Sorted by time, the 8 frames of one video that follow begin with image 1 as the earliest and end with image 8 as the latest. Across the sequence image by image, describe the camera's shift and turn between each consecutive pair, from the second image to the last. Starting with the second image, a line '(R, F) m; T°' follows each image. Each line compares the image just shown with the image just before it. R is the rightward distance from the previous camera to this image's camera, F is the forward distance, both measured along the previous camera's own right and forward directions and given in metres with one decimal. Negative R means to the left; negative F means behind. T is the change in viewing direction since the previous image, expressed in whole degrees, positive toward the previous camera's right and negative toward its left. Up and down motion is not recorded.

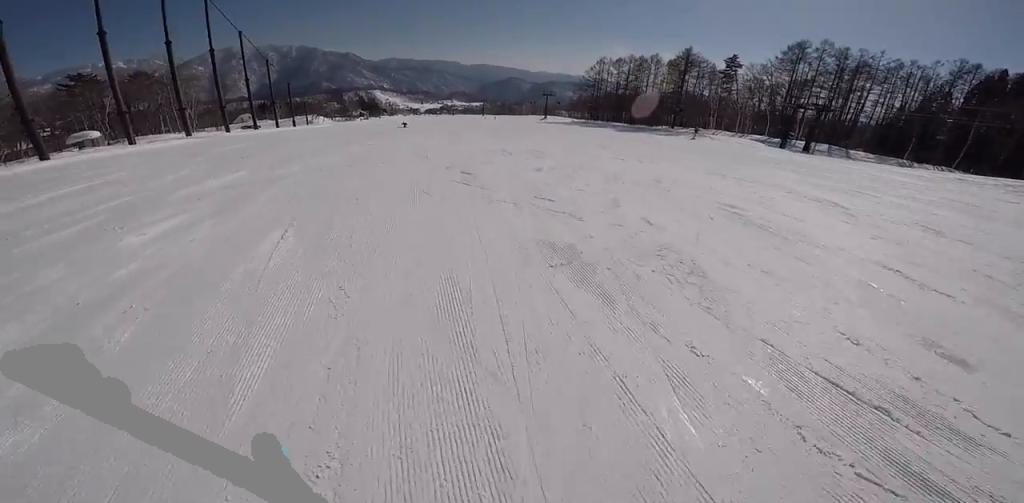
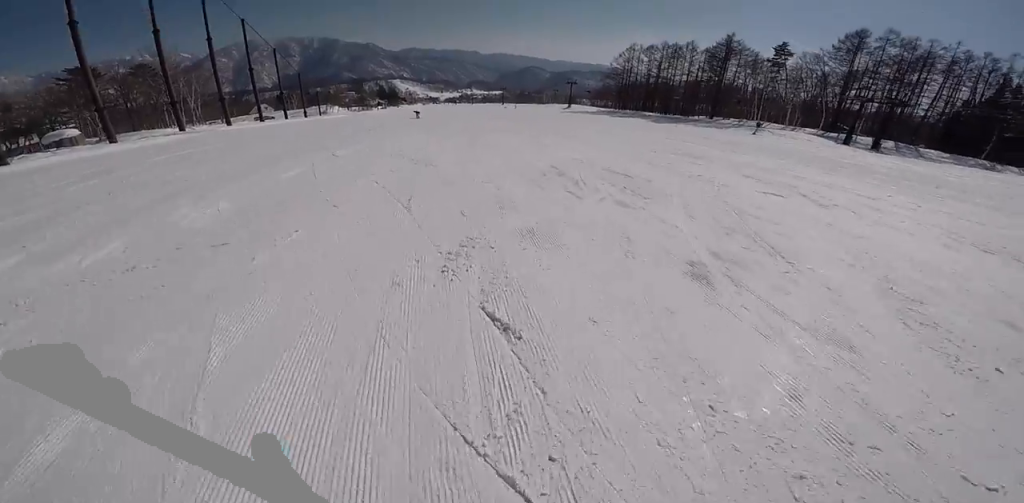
(-0.5, +6.7) m; -1°
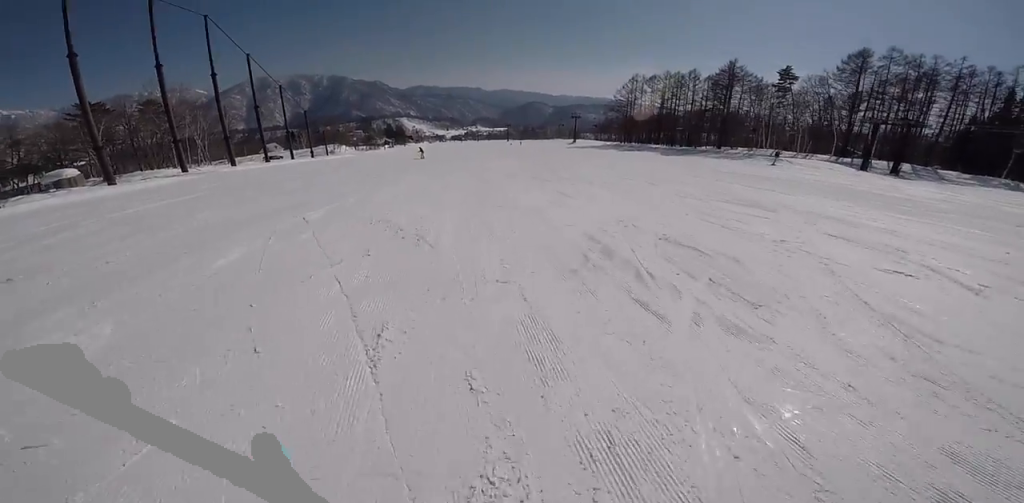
(-0.2, +2.8) m; +3°
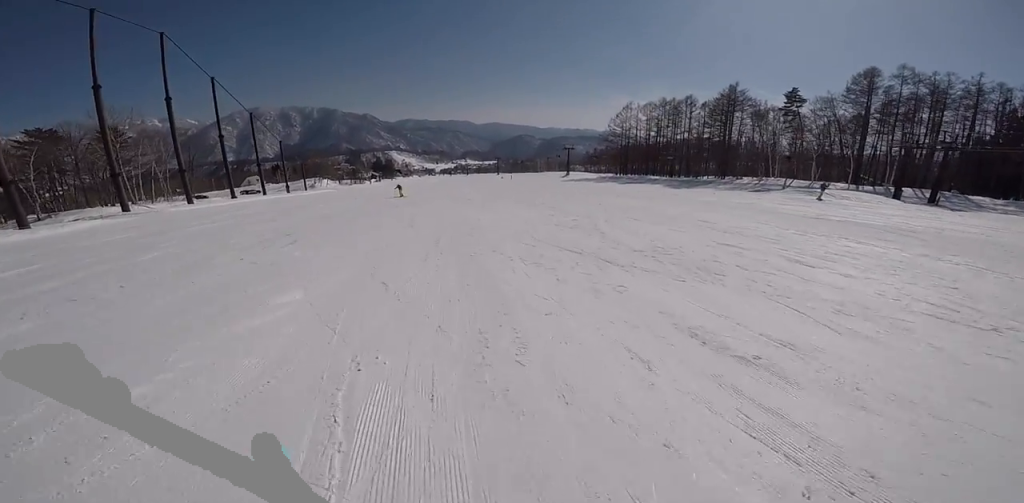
(+0.4, +8.0) m; -7°
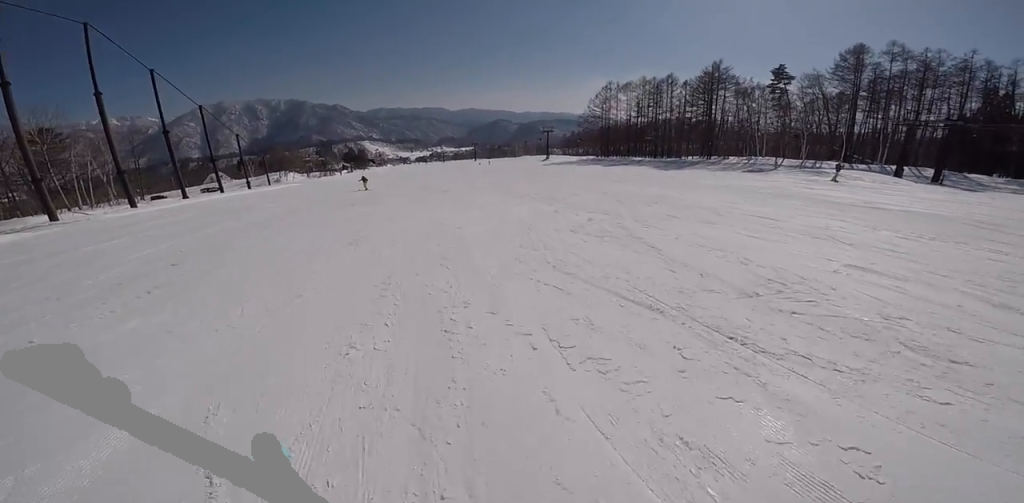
(-1.2, +4.1) m; 0°
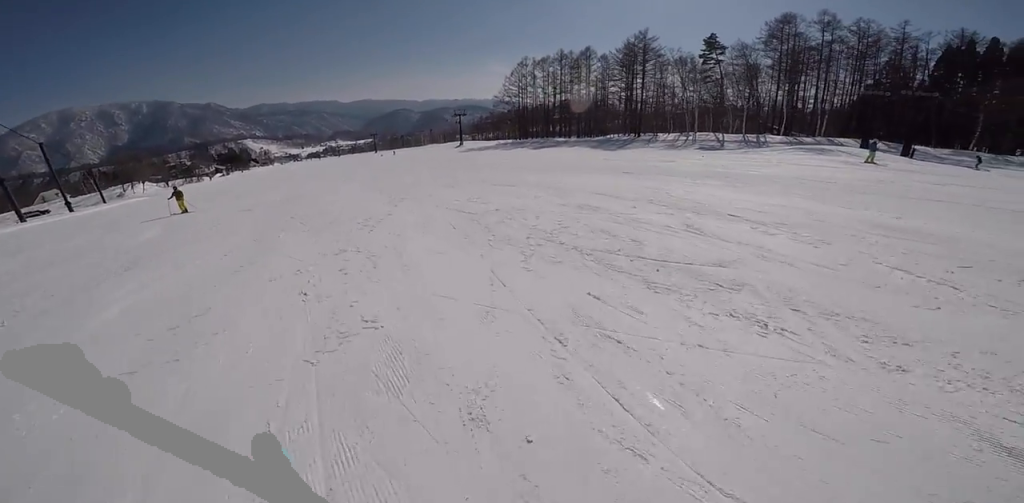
(+2.9, +11.5) m; +16°
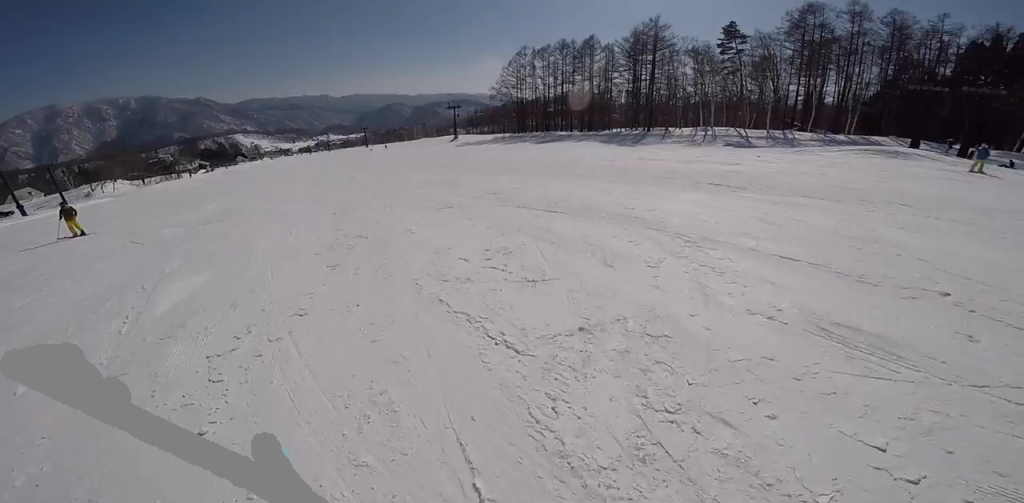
(0.0, +6.0) m; 0°
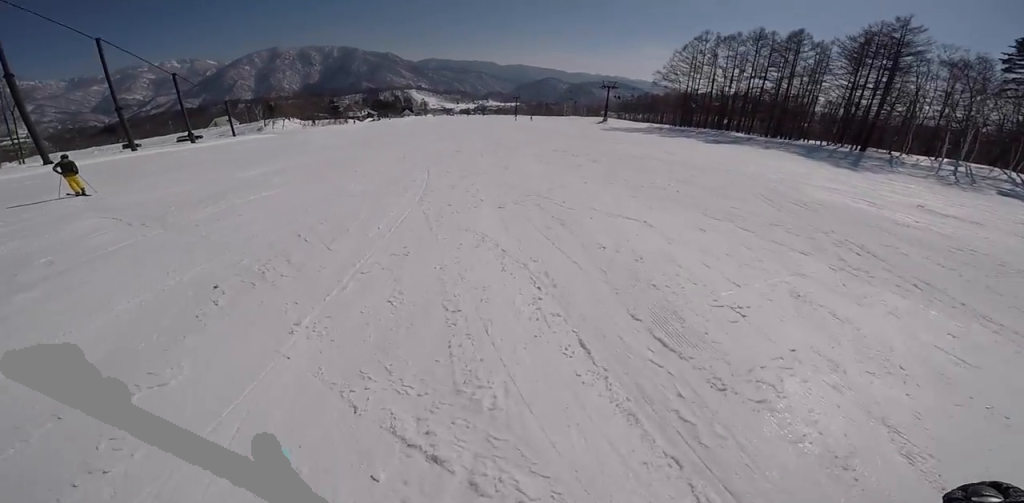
(-0.1, +8.0) m; -14°
